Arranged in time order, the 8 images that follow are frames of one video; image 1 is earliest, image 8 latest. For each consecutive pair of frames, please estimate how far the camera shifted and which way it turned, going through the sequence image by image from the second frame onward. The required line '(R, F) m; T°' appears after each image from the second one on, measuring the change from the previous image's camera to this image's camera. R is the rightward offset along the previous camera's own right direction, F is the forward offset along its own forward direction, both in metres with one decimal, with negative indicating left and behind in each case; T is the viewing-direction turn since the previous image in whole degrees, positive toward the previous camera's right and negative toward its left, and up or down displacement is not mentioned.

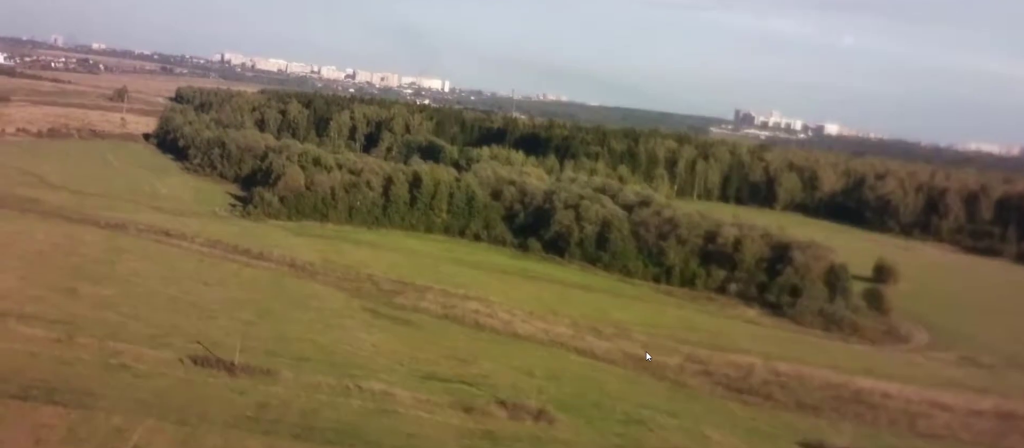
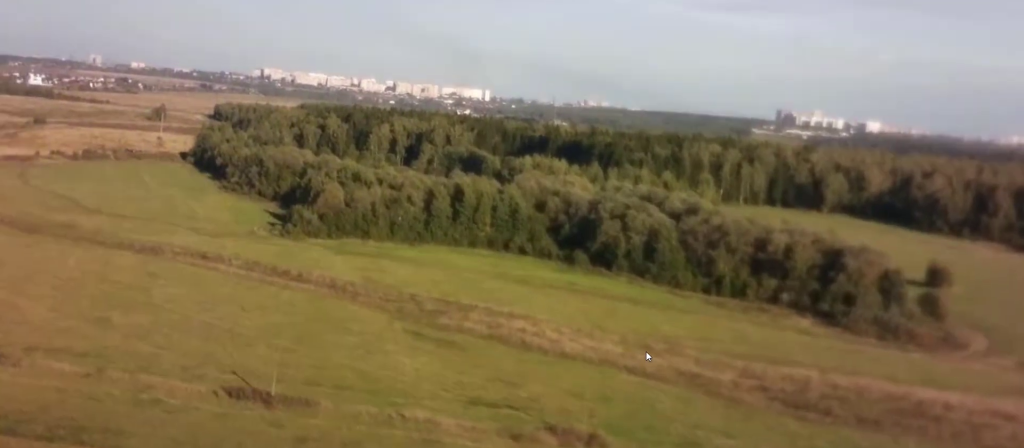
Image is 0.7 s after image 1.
(-0.3, +9.3) m; -1°
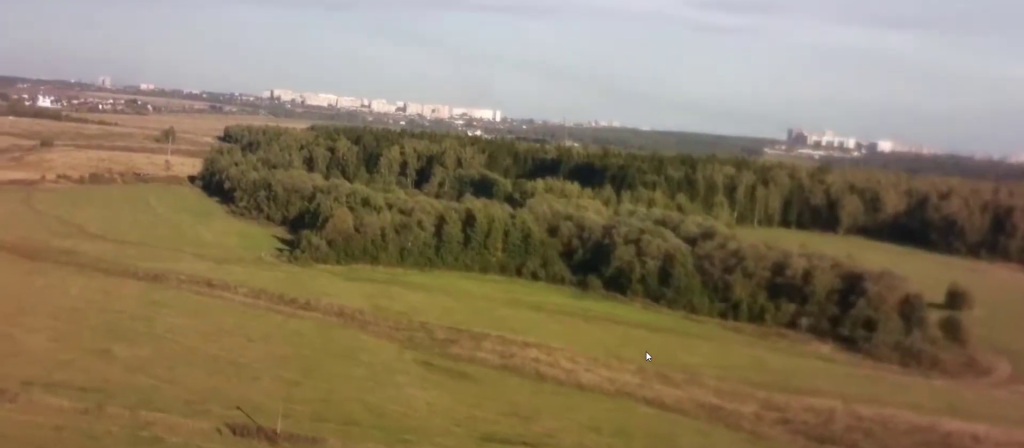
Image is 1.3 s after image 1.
(0.0, +6.6) m; -1°
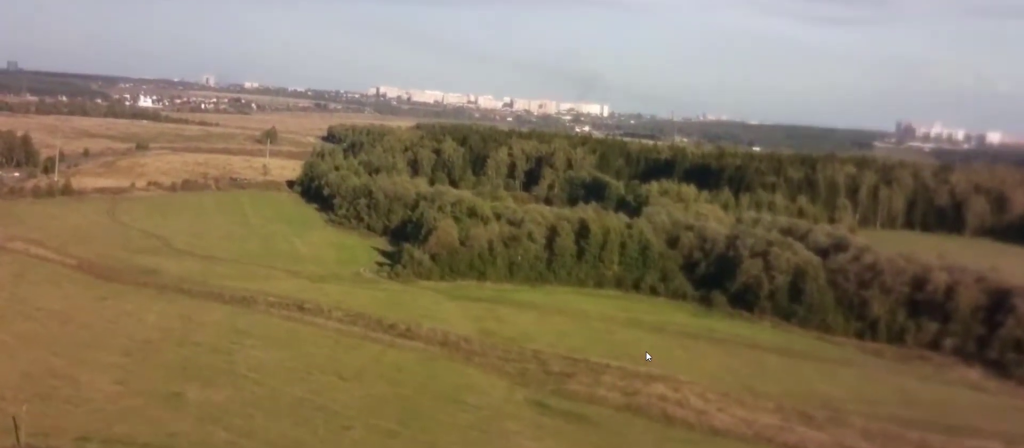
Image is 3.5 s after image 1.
(-1.5, +28.1) m; -6°
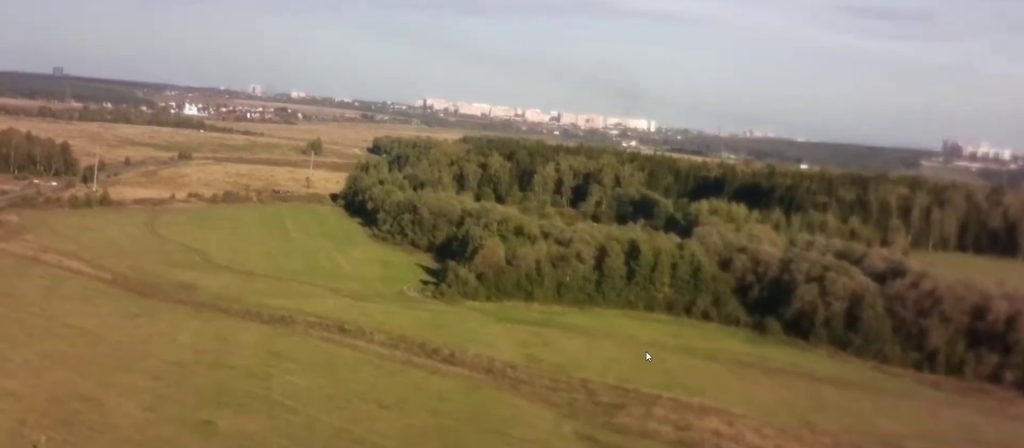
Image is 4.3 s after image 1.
(-0.1, +8.9) m; 0°
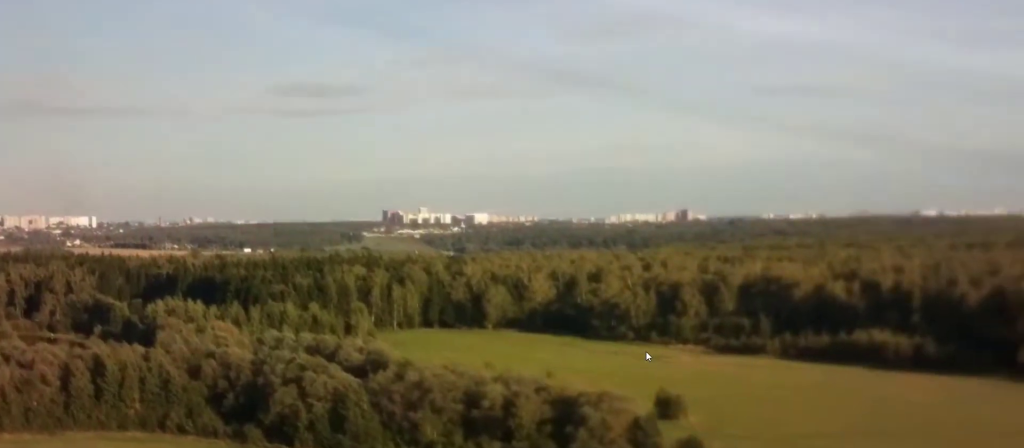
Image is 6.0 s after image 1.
(+1.2, +21.5) m; +9°
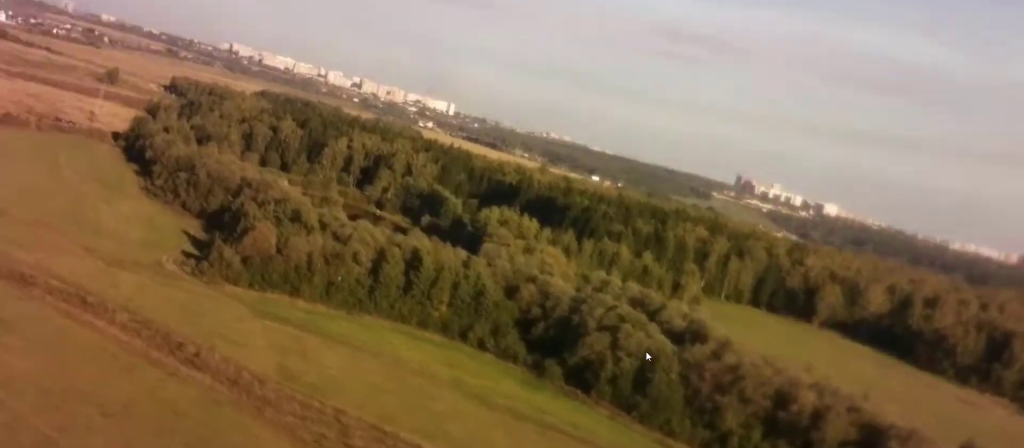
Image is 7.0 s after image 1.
(+0.6, +11.7) m; -7°
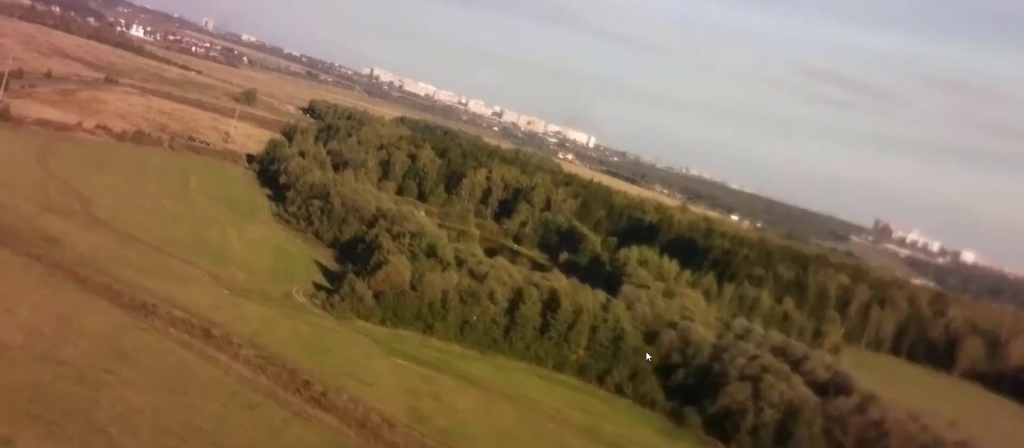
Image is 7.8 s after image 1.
(-1.6, +9.2) m; -11°
